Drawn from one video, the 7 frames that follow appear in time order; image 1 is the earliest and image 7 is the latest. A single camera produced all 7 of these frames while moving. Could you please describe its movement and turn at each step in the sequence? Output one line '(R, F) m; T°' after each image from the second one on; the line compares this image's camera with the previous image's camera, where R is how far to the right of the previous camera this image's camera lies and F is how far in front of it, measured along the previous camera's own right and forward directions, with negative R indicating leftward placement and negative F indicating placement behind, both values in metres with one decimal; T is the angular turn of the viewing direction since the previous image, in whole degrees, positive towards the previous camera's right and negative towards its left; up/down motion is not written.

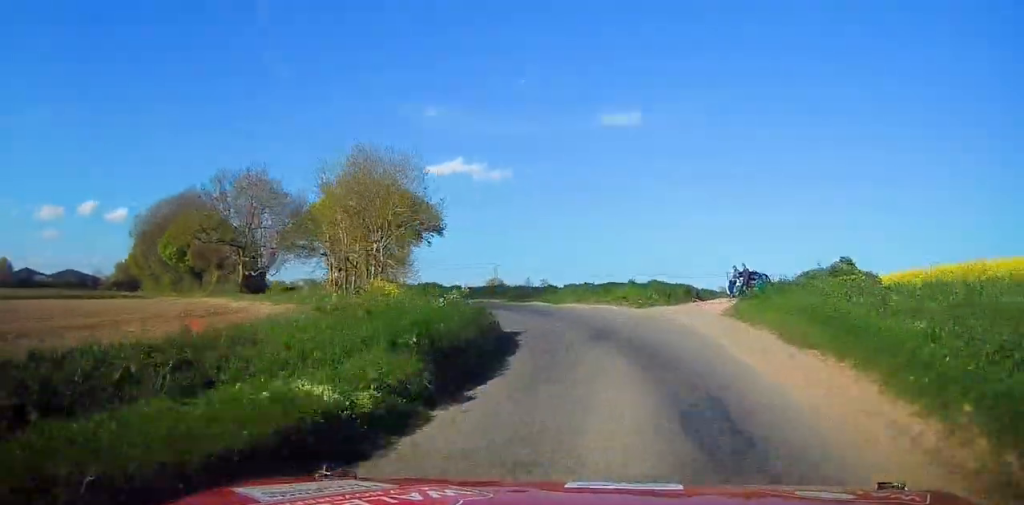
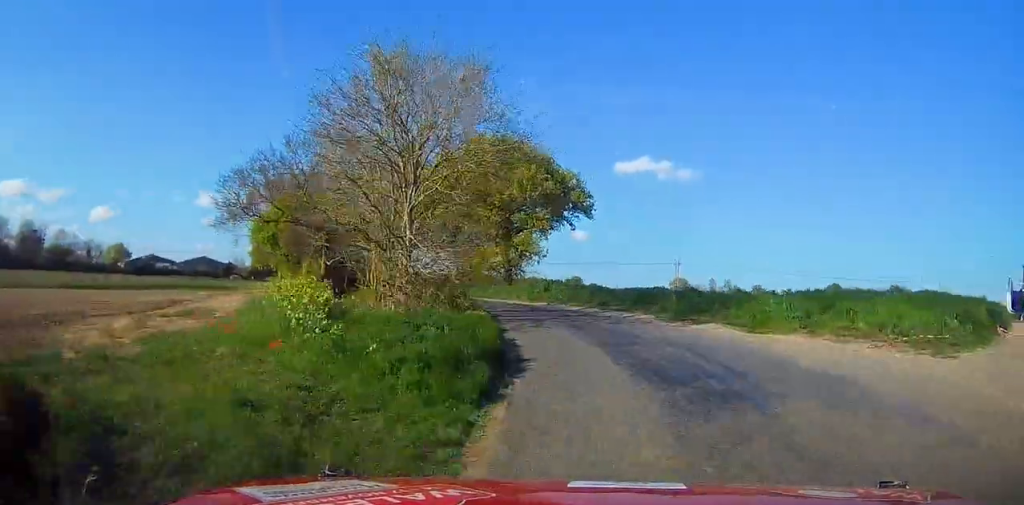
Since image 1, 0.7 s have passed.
(-1.3, +16.1) m; -12°
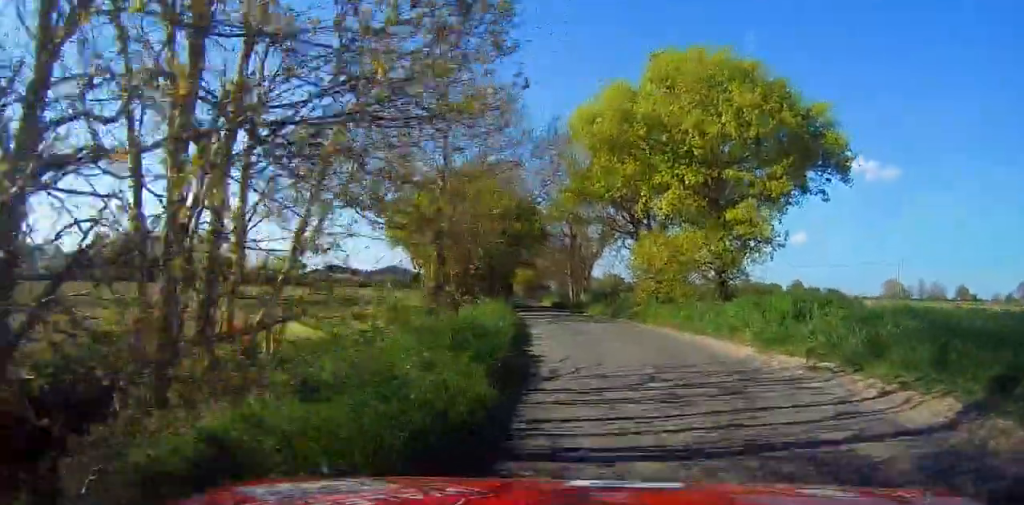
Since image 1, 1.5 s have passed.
(-1.8, +17.2) m; -15°
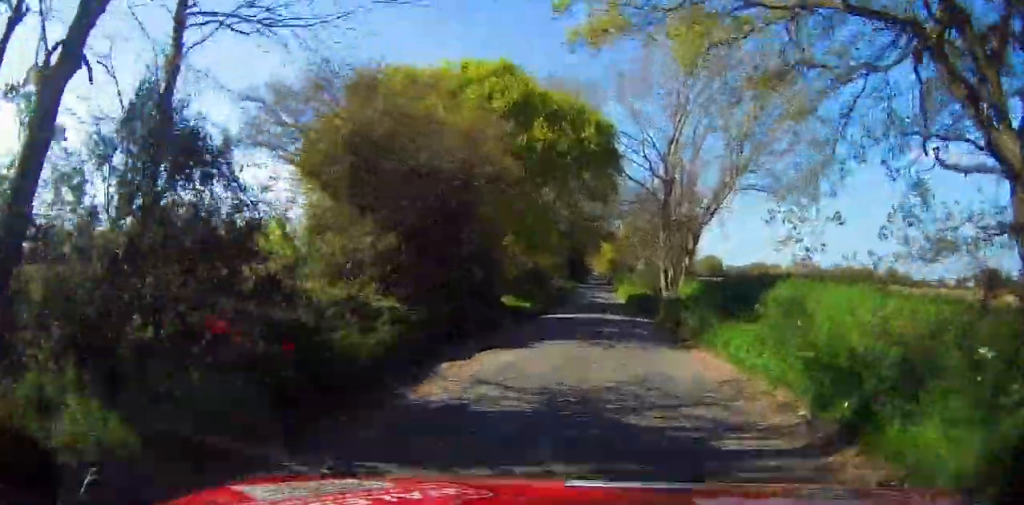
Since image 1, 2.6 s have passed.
(-4.9, +27.3) m; -14°
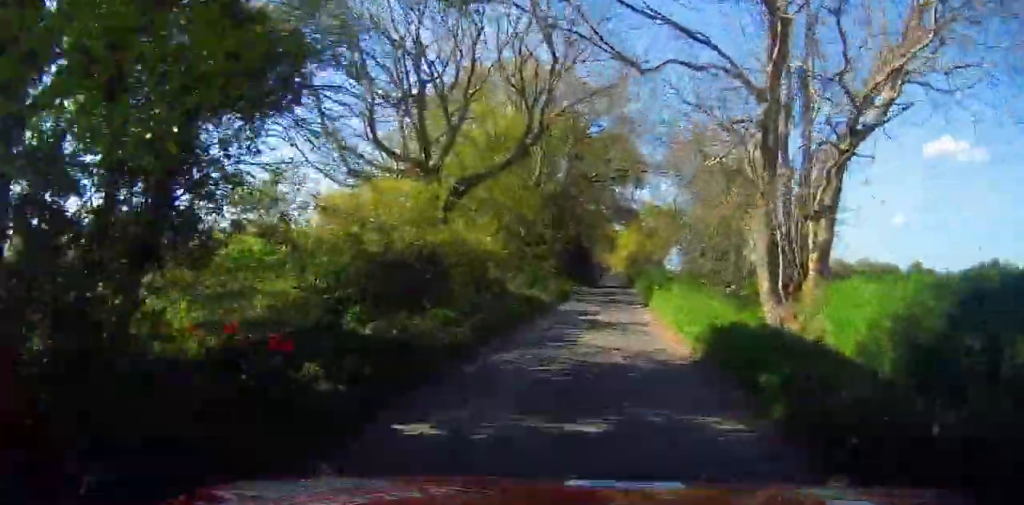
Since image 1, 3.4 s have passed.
(-1.2, +24.6) m; -4°
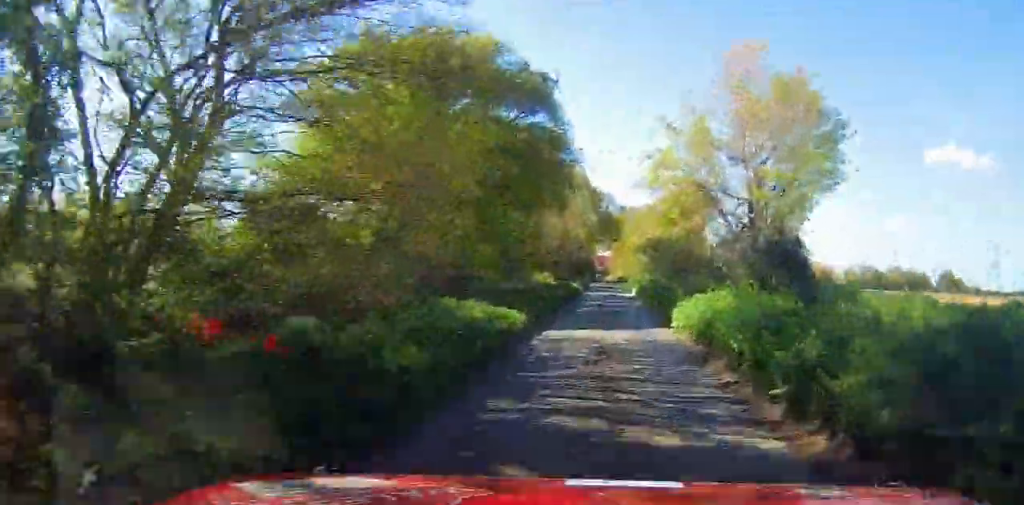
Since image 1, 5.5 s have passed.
(-0.9, +55.9) m; -1°
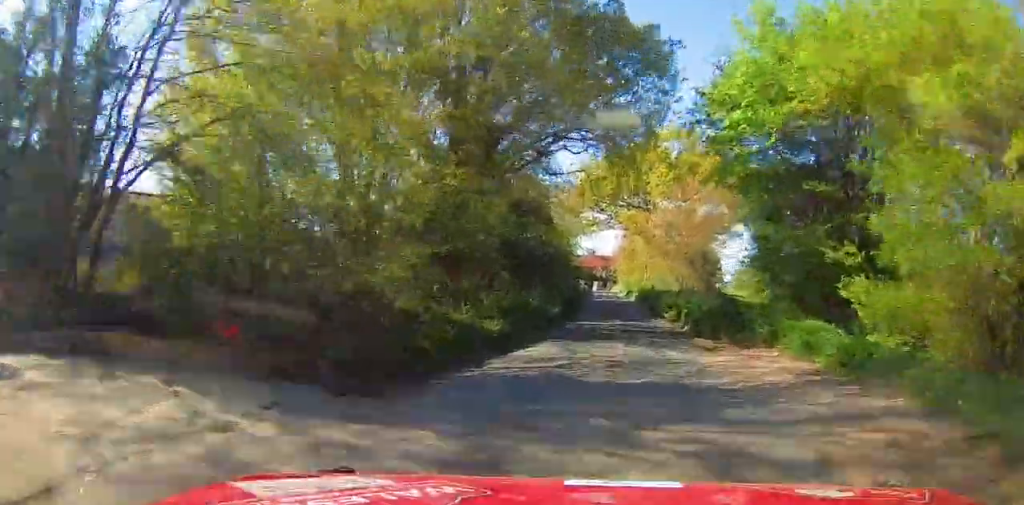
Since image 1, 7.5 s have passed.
(-0.2, +60.3) m; 0°
